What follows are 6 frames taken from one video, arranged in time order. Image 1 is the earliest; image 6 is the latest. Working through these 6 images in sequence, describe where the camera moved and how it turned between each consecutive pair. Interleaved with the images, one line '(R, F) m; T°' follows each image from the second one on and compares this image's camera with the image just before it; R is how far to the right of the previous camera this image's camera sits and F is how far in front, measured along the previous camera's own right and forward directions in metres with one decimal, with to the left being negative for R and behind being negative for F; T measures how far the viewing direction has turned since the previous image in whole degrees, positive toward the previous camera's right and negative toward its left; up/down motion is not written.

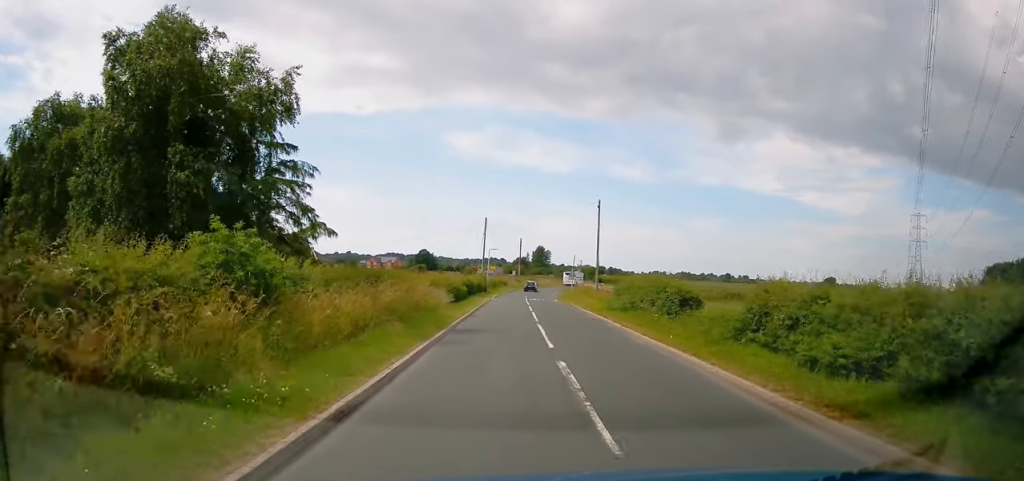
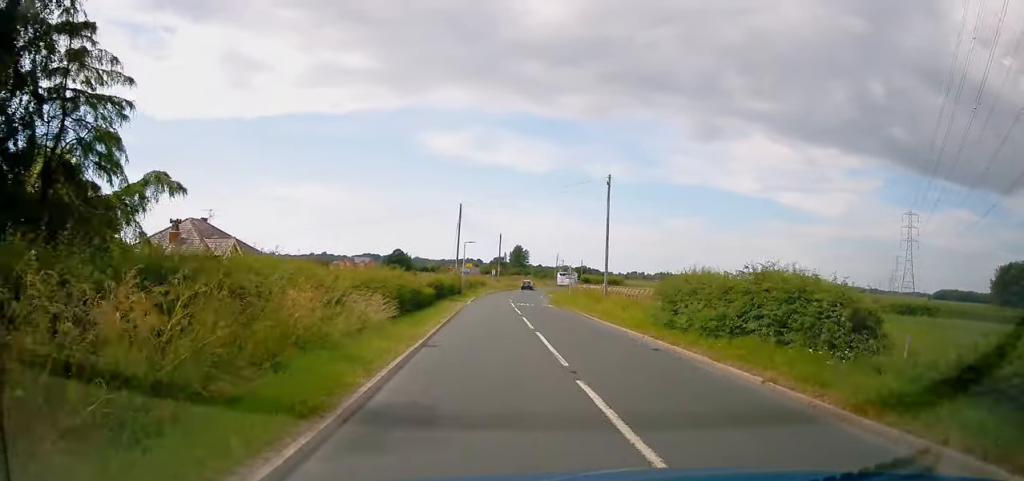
(+0.6, +12.1) m; +4°
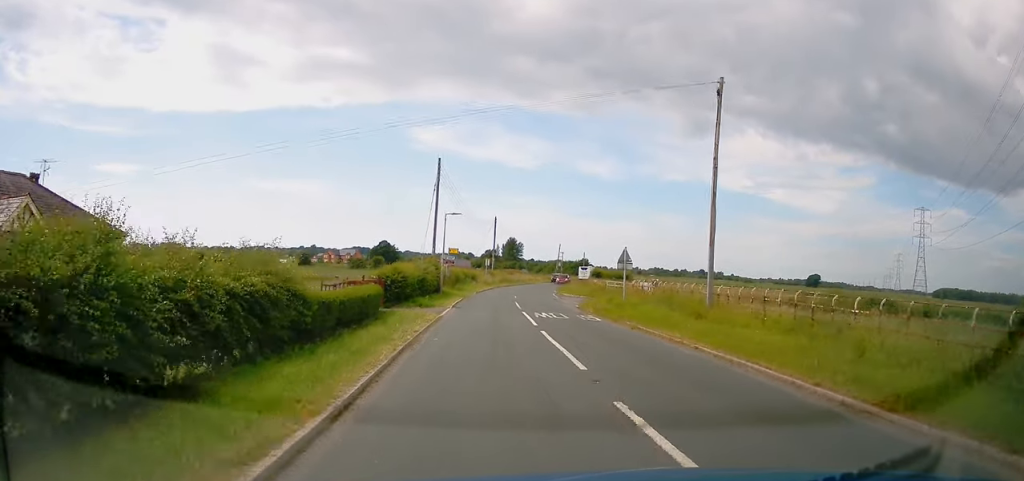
(0.0, +19.0) m; 0°
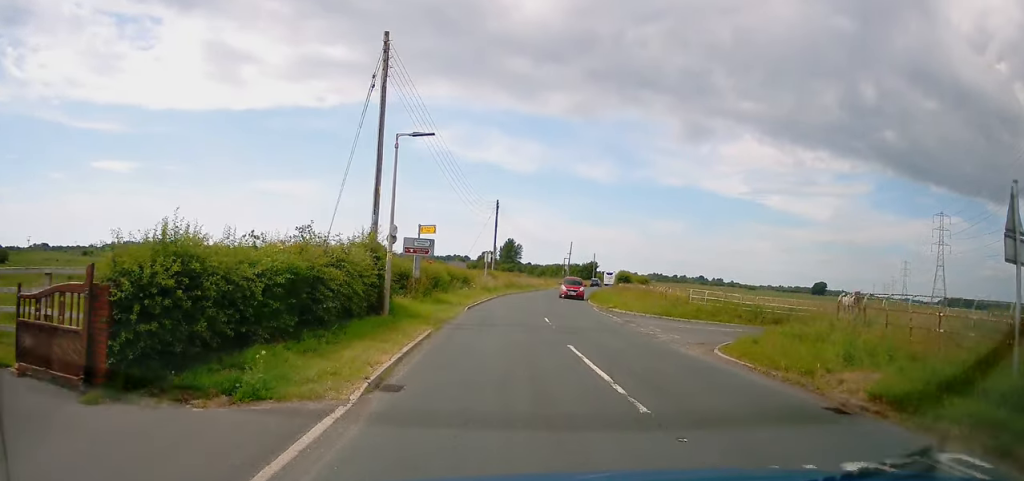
(+0.4, +20.8) m; +1°
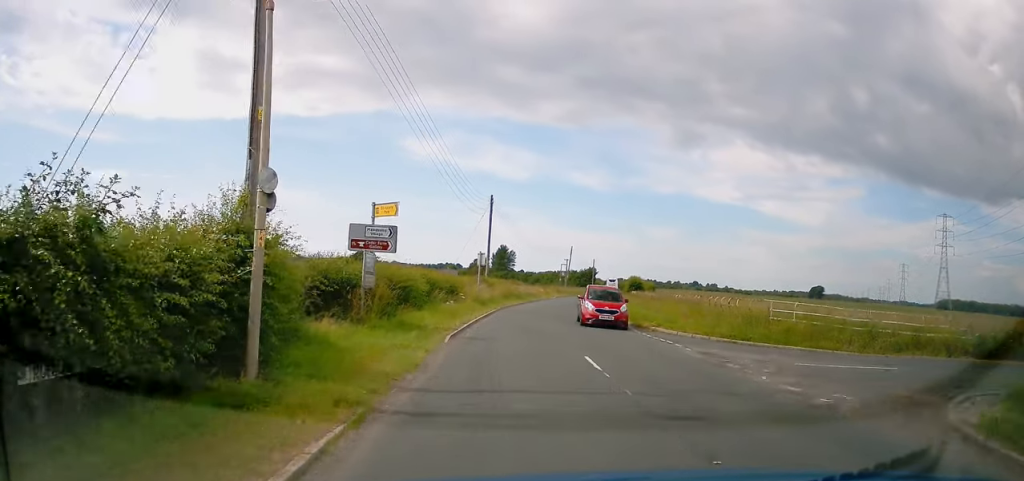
(0.0, +9.0) m; +1°
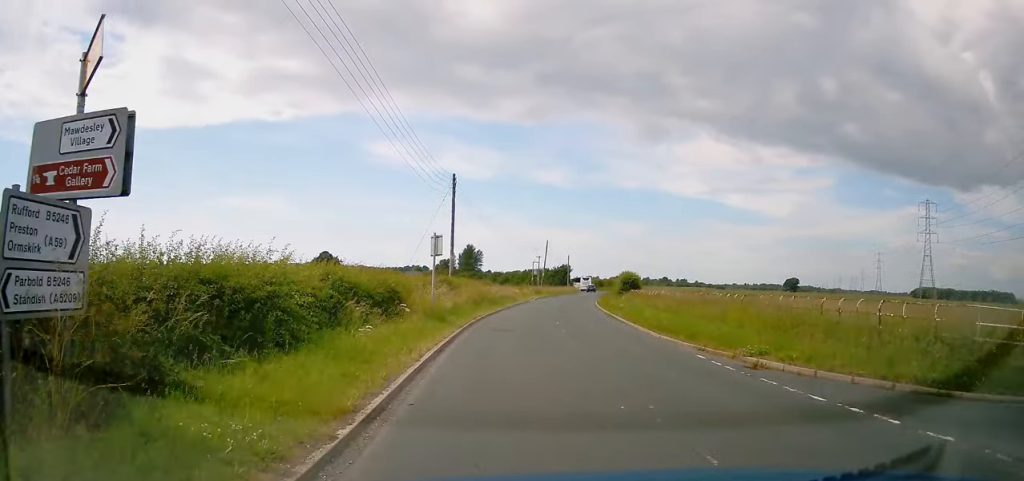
(+0.1, +11.3) m; +2°
